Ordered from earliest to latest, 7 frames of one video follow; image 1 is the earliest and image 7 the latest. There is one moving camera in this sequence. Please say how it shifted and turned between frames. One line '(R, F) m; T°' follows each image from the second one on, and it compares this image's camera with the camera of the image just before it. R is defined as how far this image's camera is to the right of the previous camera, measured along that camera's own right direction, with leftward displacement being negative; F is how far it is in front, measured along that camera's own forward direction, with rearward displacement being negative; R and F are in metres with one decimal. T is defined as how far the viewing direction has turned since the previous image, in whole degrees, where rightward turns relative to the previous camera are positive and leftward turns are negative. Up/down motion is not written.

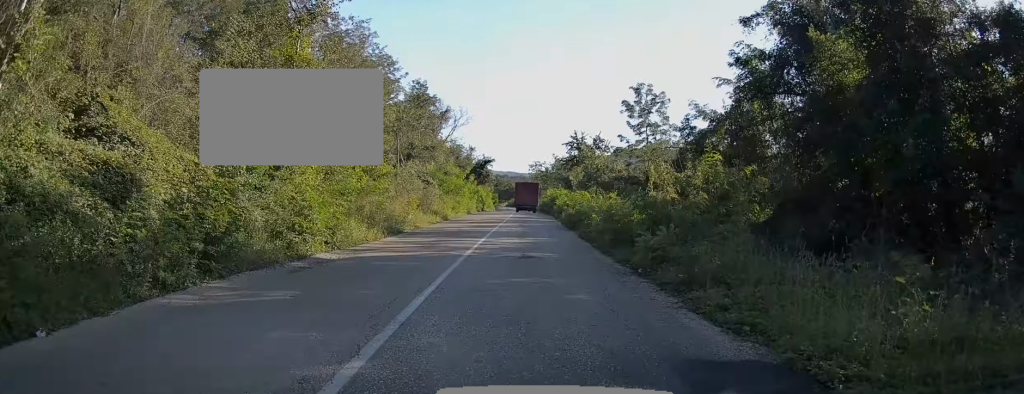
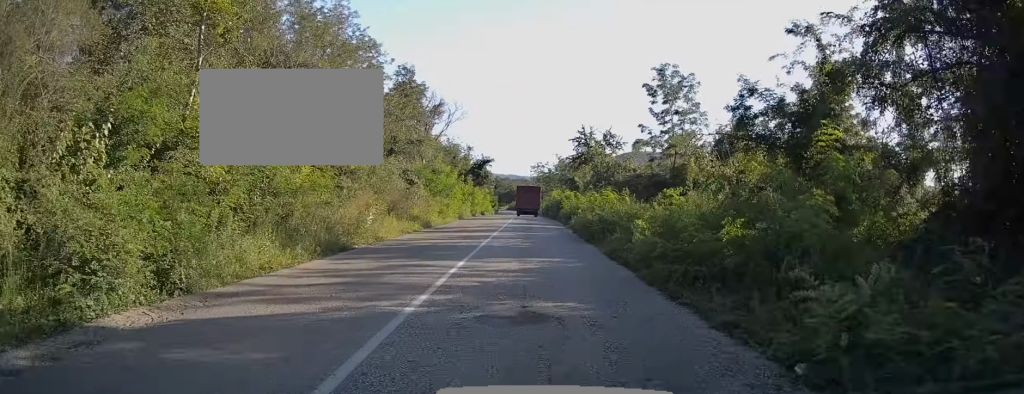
(-0.1, +7.1) m; 0°
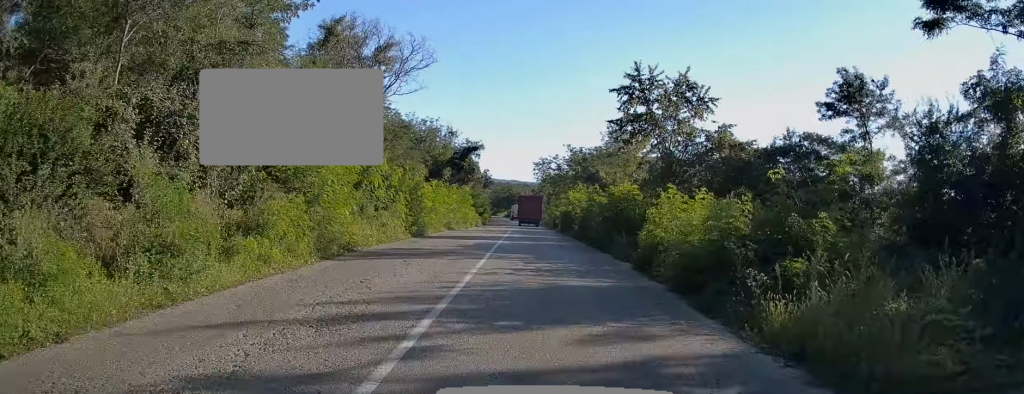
(+0.1, +26.8) m; 0°
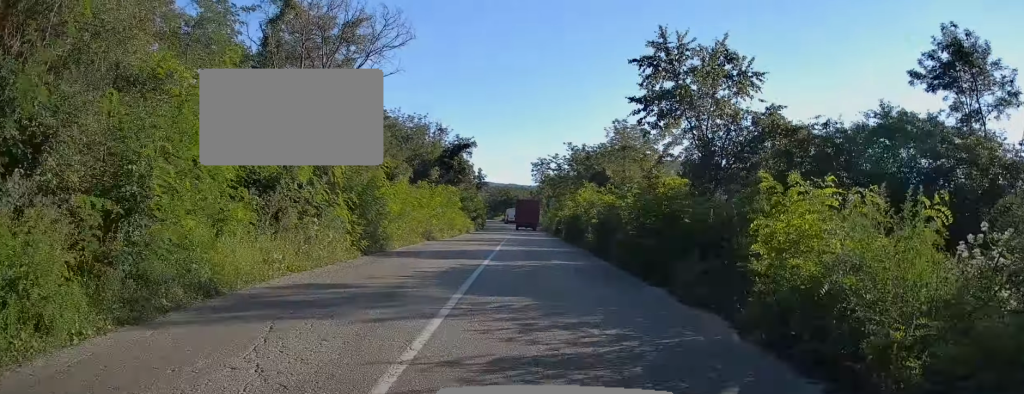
(0.0, +6.7) m; 0°
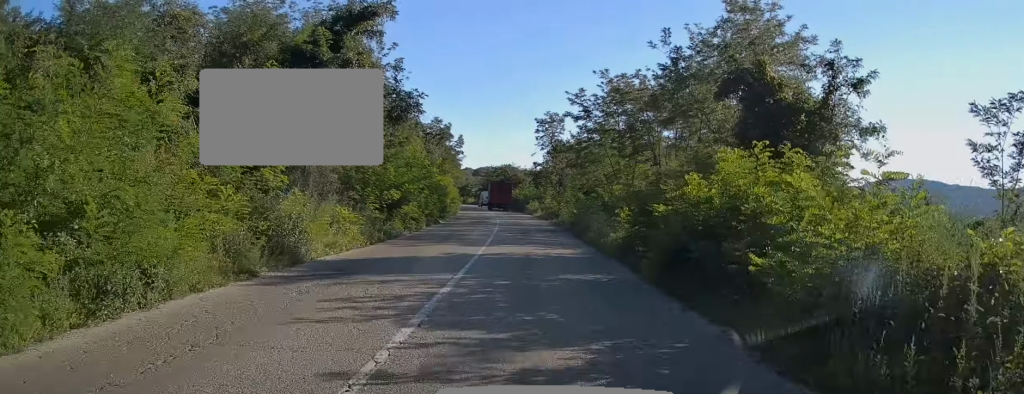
(0.0, +35.2) m; 0°
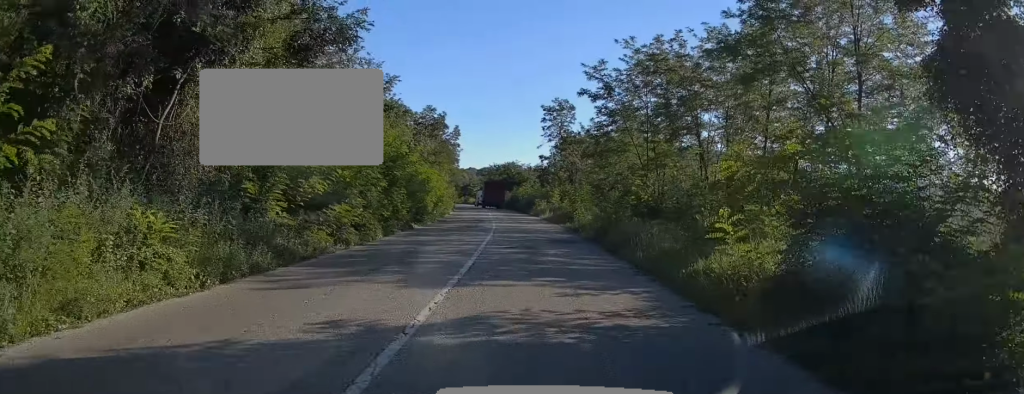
(0.0, +9.0) m; 0°
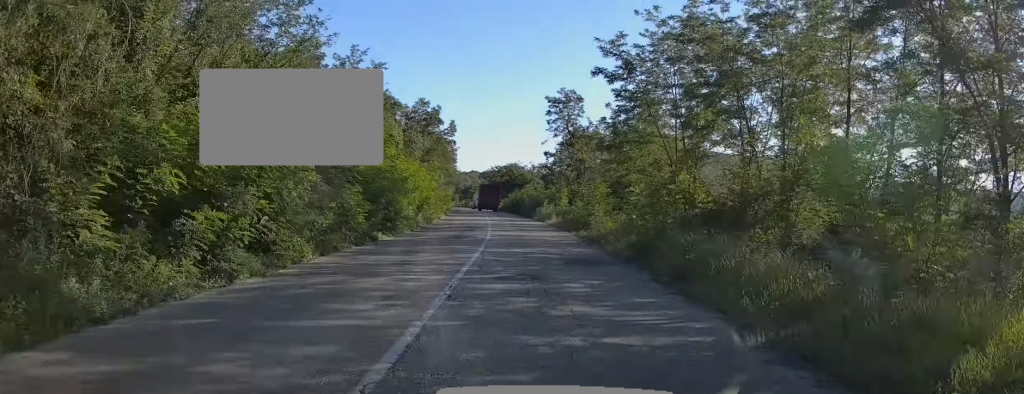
(+0.1, +6.3) m; 0°
